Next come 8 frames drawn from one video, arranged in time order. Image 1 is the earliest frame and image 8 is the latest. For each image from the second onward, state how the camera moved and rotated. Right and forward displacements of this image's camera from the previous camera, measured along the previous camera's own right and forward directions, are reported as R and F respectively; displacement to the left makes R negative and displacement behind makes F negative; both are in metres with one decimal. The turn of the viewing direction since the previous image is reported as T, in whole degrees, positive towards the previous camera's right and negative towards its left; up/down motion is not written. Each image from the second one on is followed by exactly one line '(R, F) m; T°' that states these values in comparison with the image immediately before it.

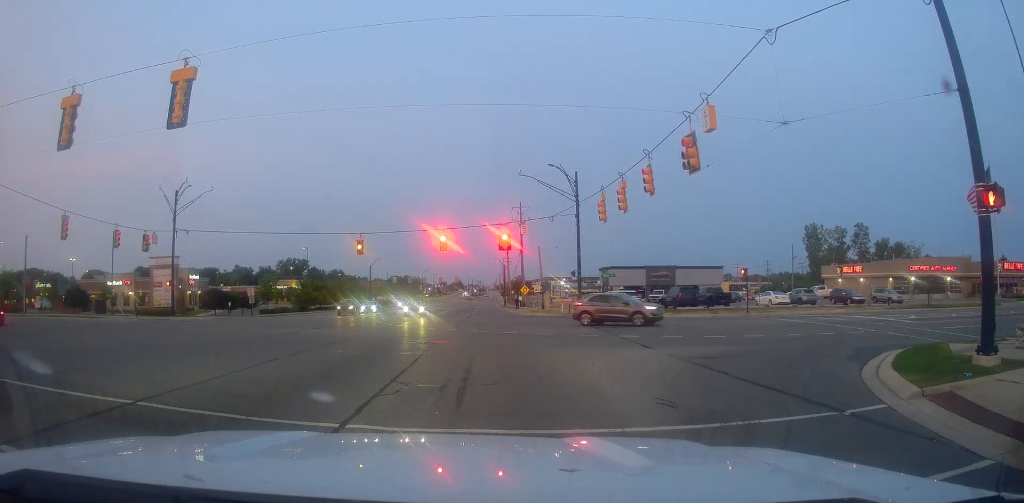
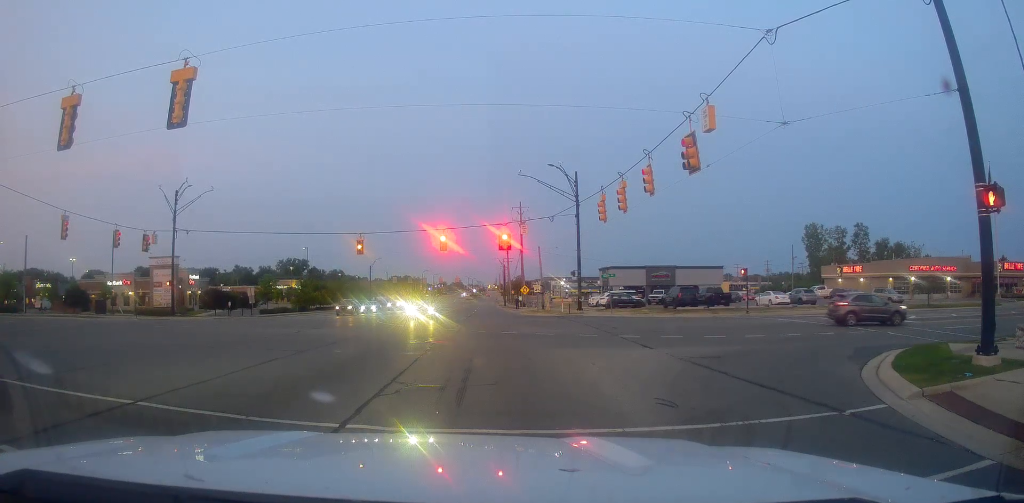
(0.0, 0.0) m; 0°
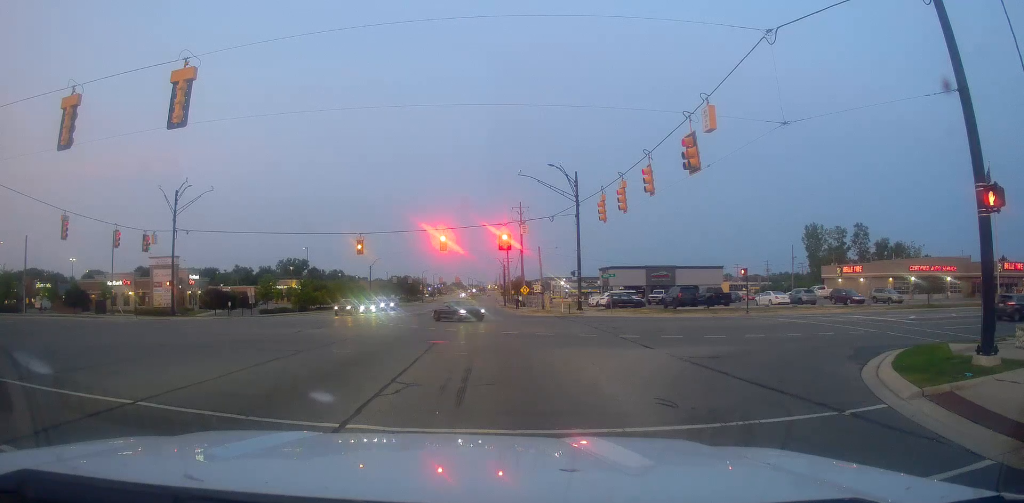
(0.0, 0.0) m; 0°
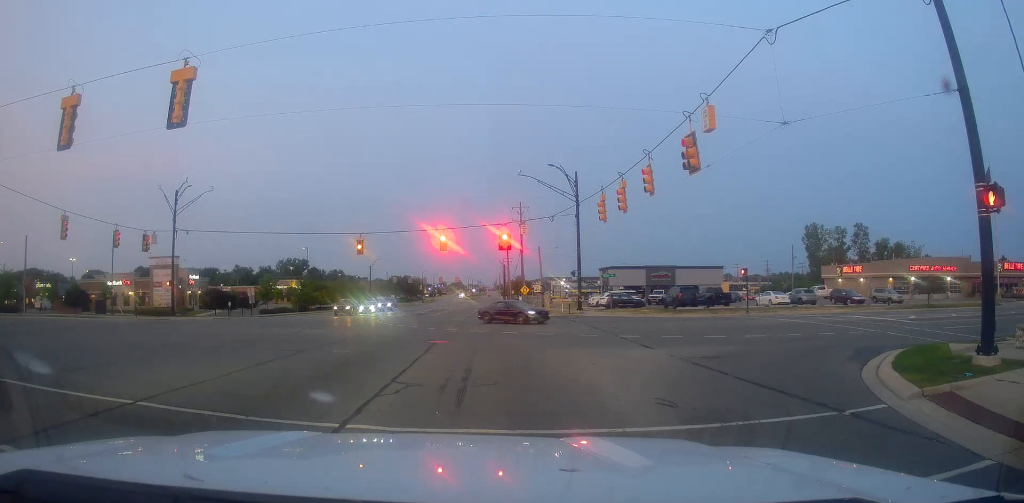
(0.0, 0.0) m; 0°
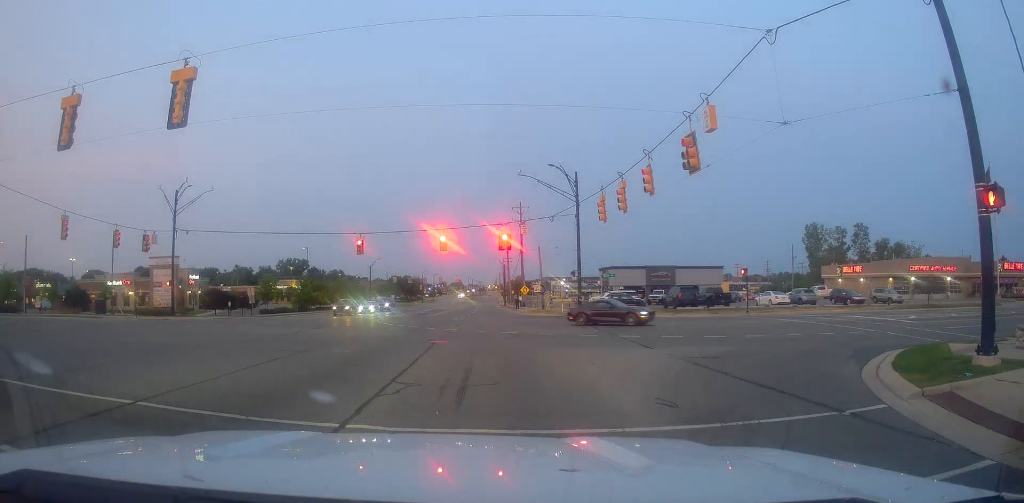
(0.0, 0.0) m; 0°
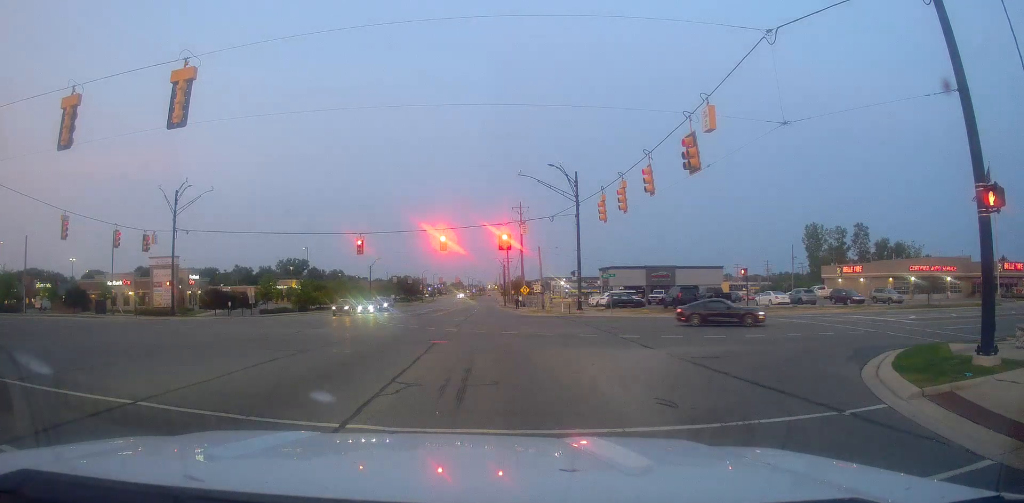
(0.0, 0.0) m; 0°
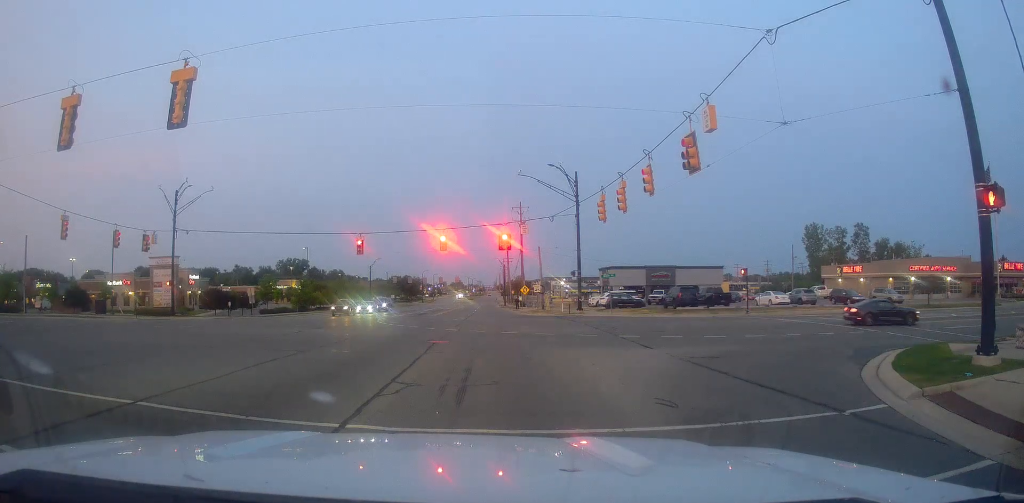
(0.0, 0.0) m; 0°
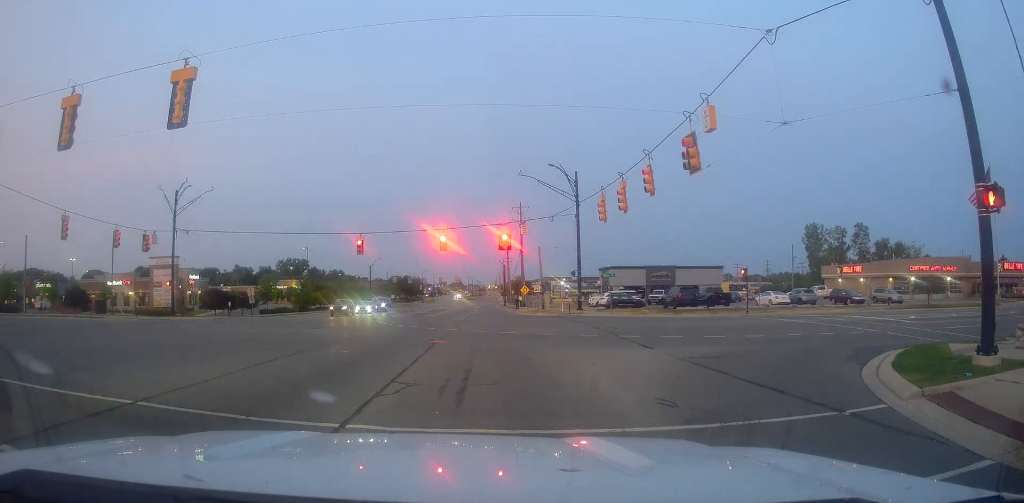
(0.0, 0.0) m; 0°
